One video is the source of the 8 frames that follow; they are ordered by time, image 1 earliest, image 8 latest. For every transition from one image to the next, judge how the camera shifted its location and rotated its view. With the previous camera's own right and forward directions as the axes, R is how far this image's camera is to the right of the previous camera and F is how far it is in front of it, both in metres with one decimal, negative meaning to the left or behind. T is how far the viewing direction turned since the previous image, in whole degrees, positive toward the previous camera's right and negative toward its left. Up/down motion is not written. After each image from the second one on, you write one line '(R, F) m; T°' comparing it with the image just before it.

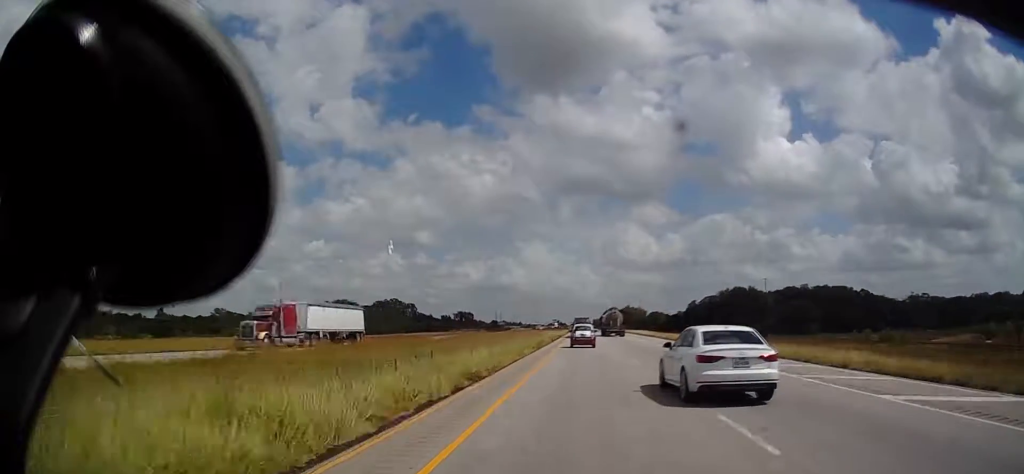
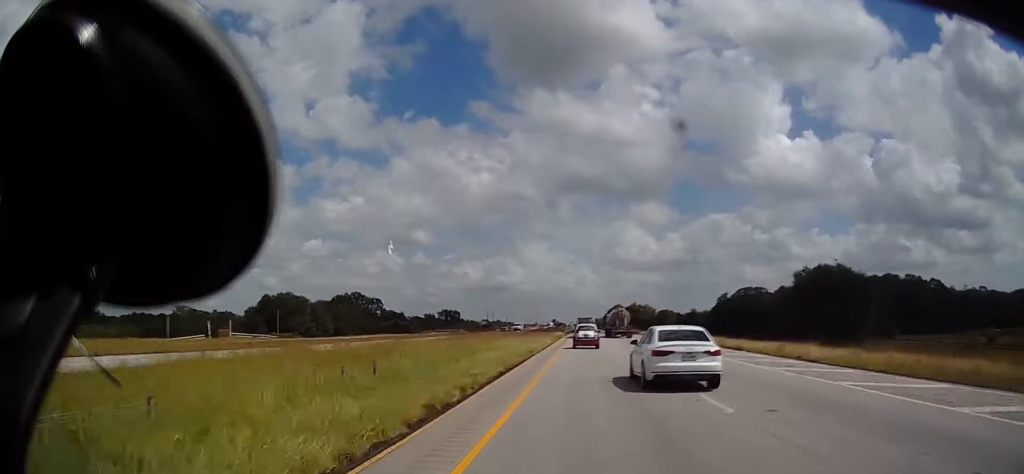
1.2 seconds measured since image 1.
(0.0, +44.9) m; 0°
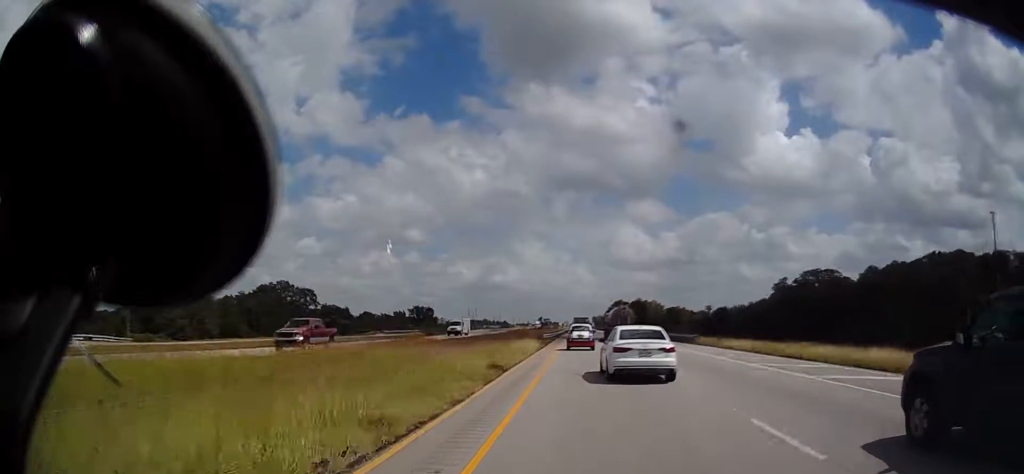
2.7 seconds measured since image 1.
(-0.2, +52.7) m; -1°
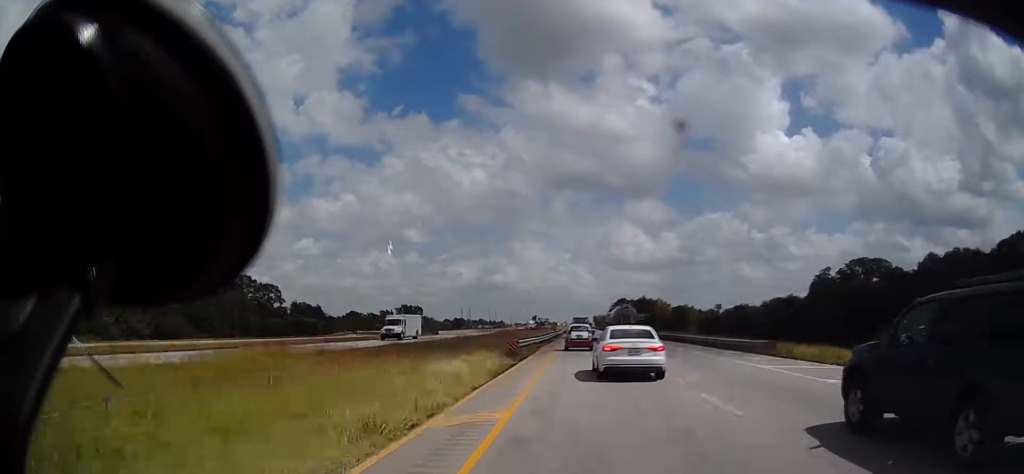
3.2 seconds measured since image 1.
(0.0, +21.0) m; -1°
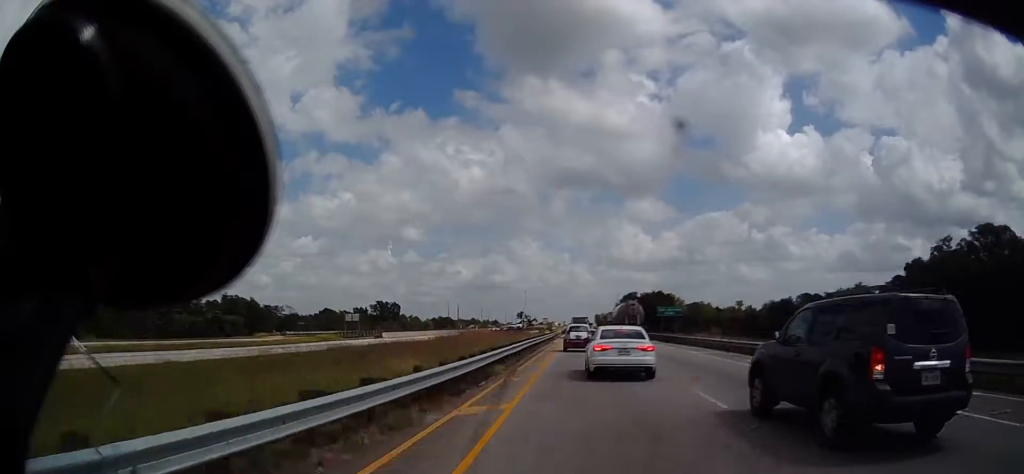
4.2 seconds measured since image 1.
(-0.3, +35.7) m; 0°
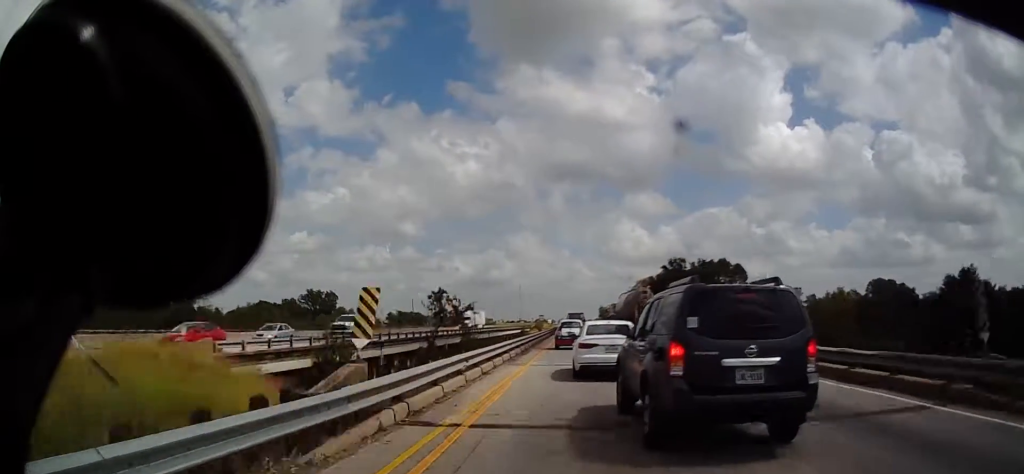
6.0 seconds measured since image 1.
(+2.4, +64.7) m; +3°
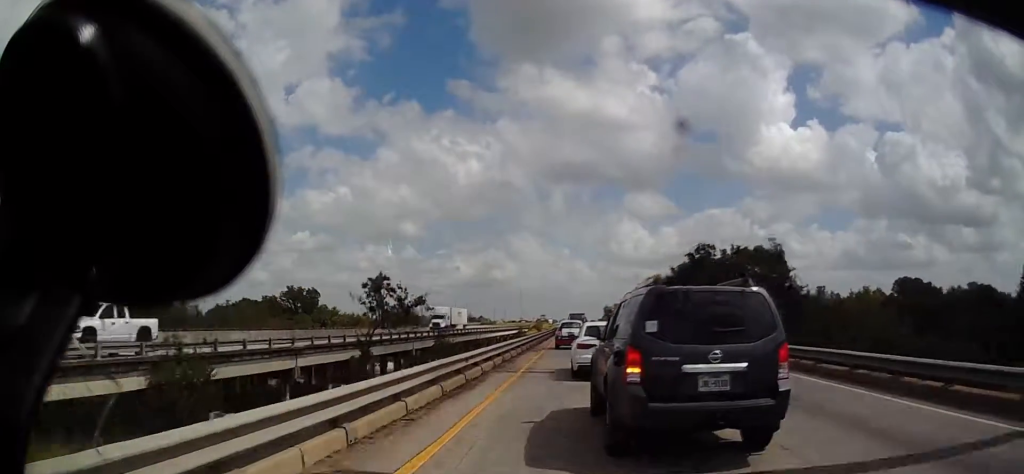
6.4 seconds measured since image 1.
(+0.3, +15.7) m; 0°
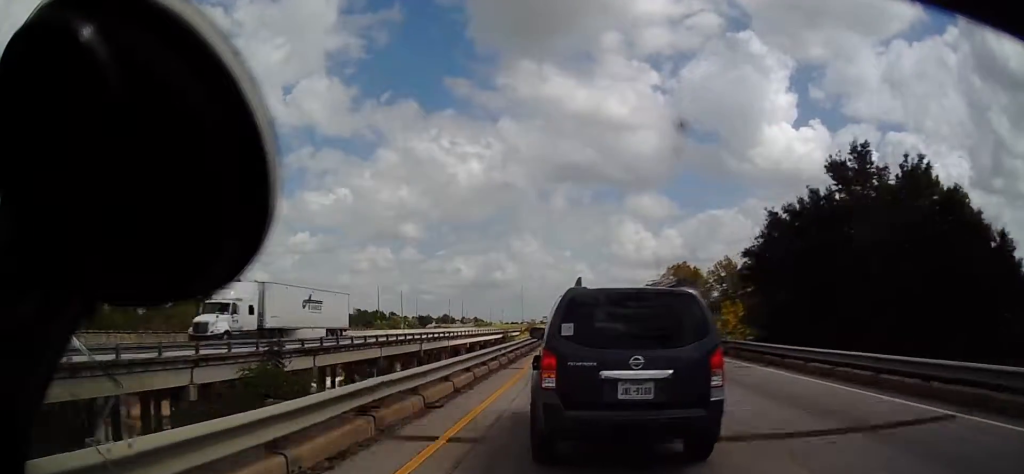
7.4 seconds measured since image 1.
(-1.4, +35.5) m; -2°
